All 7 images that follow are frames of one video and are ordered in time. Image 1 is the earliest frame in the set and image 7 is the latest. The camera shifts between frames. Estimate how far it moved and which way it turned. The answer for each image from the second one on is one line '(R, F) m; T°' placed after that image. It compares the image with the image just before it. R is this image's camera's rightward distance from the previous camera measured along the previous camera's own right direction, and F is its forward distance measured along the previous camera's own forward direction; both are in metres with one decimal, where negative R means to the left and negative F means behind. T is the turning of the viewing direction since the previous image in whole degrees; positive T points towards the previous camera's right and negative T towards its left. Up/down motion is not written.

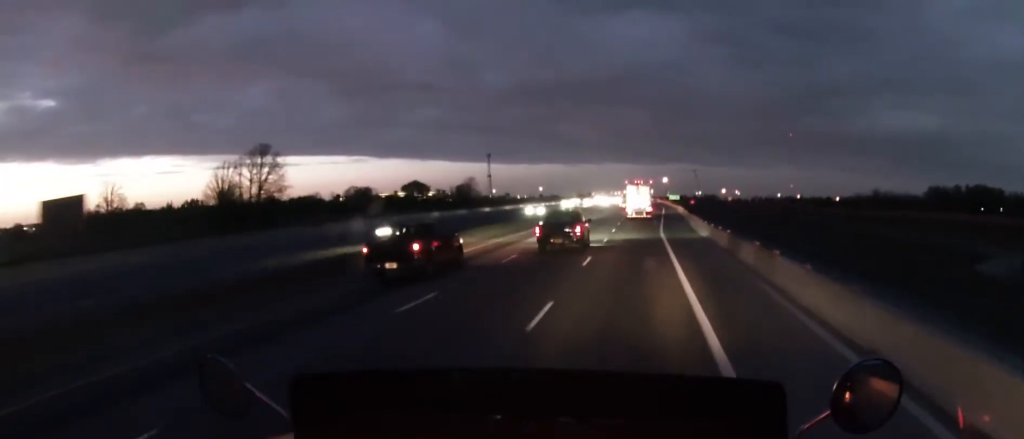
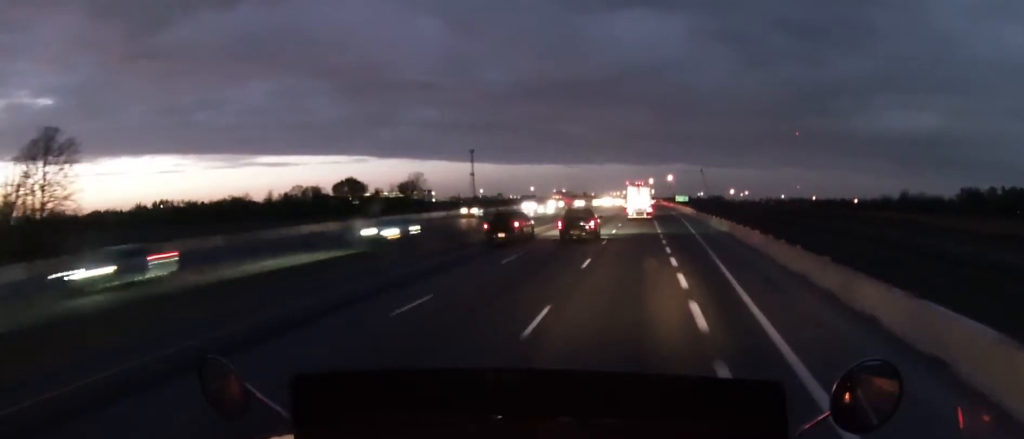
(+0.5, +69.7) m; 0°
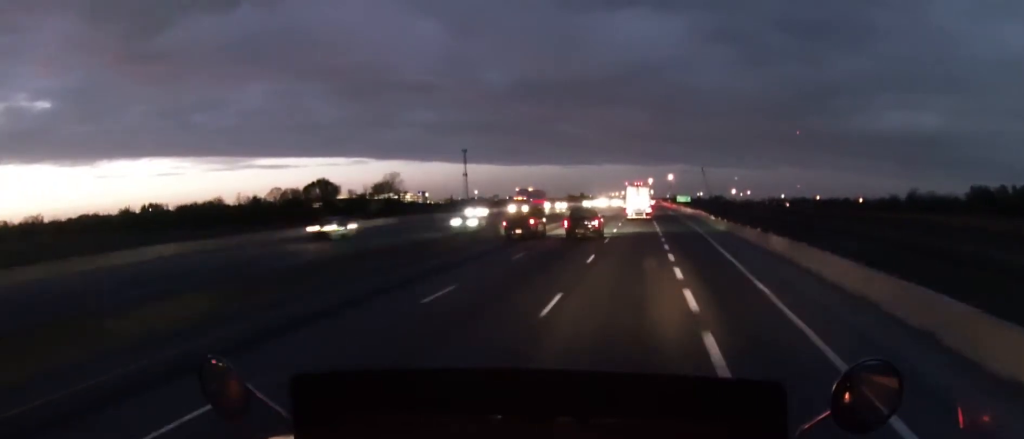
(-0.1, +20.2) m; 0°
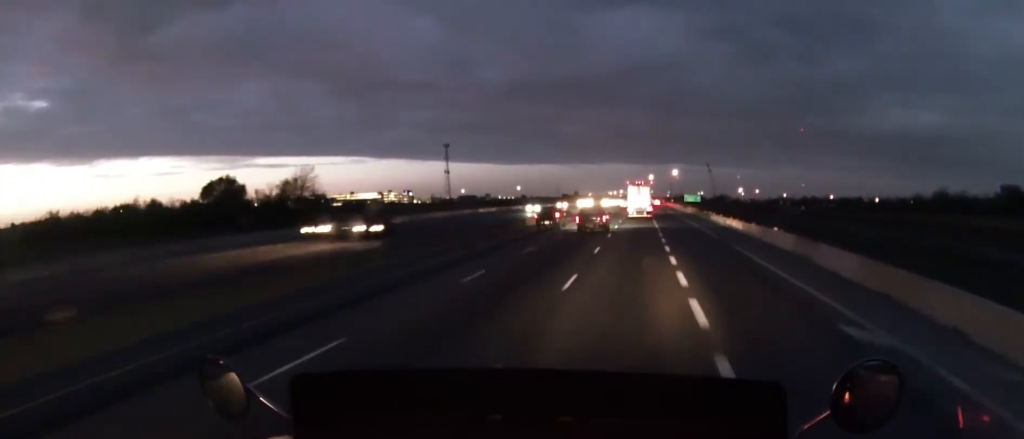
(-0.1, +52.5) m; 0°
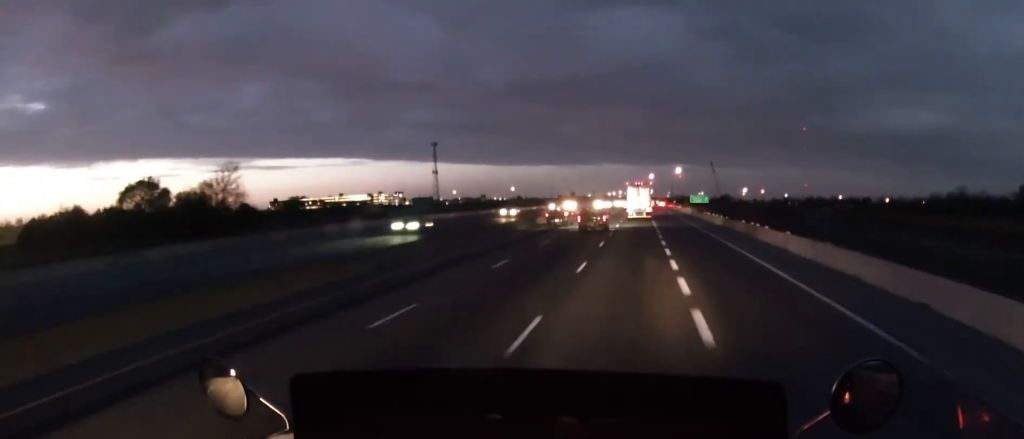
(+0.1, +33.9) m; 0°
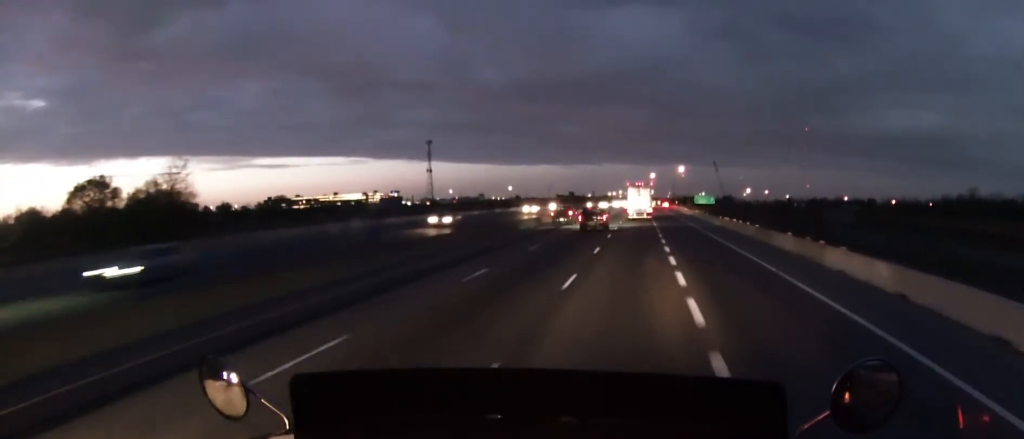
(0.0, +16.7) m; 0°
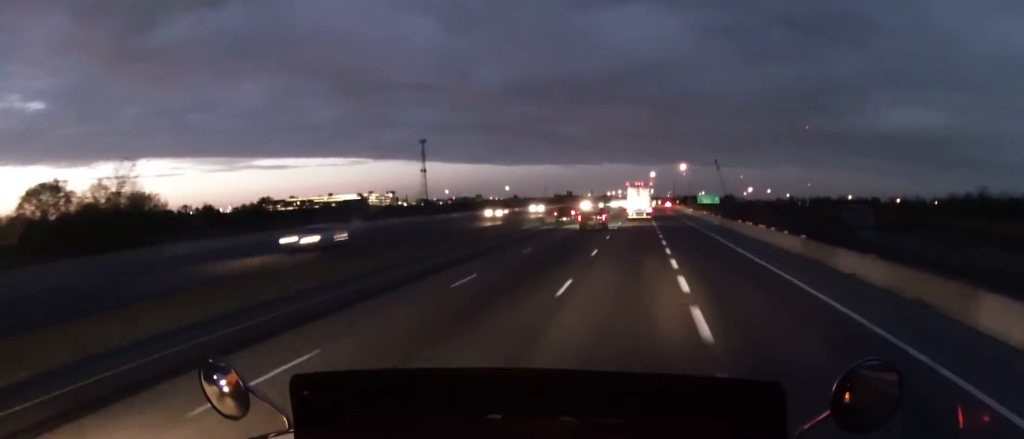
(0.0, +13.8) m; 0°
